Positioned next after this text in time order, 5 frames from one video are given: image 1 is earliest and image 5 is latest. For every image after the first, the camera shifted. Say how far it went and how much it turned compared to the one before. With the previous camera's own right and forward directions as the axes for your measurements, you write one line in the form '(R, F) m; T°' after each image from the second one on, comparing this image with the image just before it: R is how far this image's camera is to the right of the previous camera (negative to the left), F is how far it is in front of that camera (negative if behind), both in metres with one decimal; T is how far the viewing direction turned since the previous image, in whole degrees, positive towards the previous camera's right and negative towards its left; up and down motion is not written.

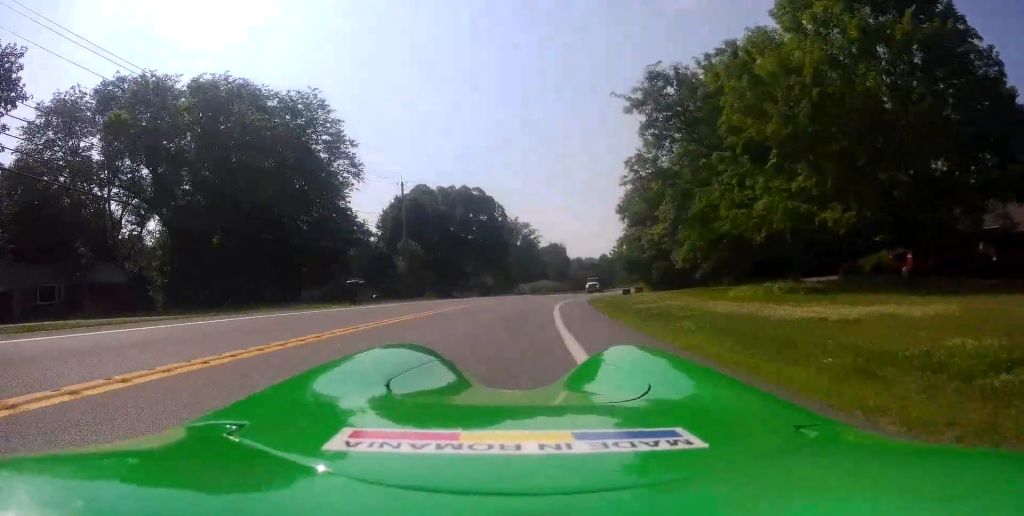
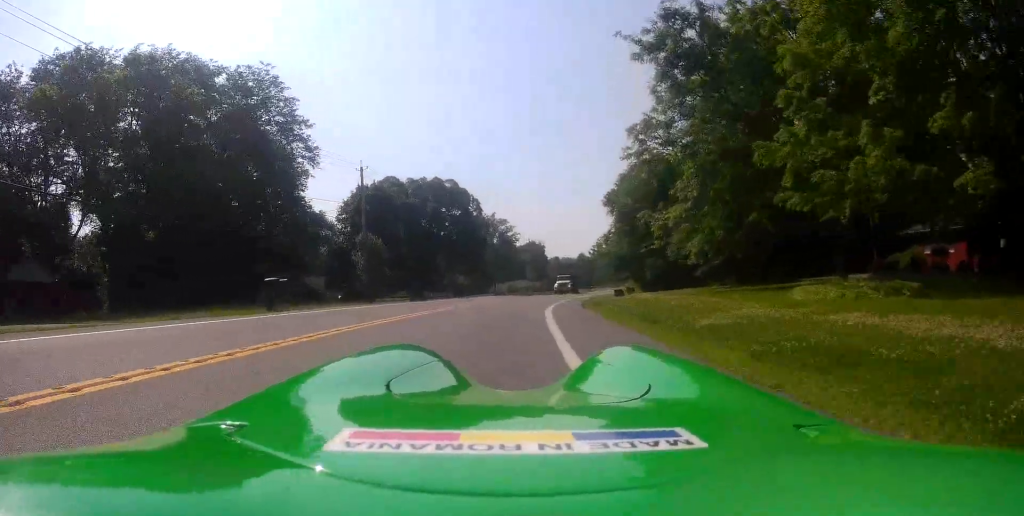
(+0.2, +7.5) m; +1°
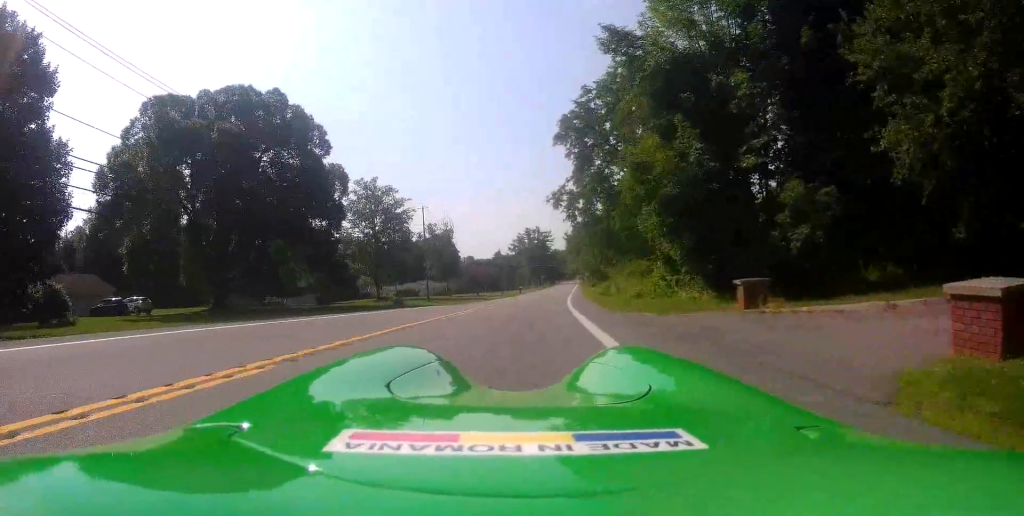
(+2.6, +43.4) m; +7°
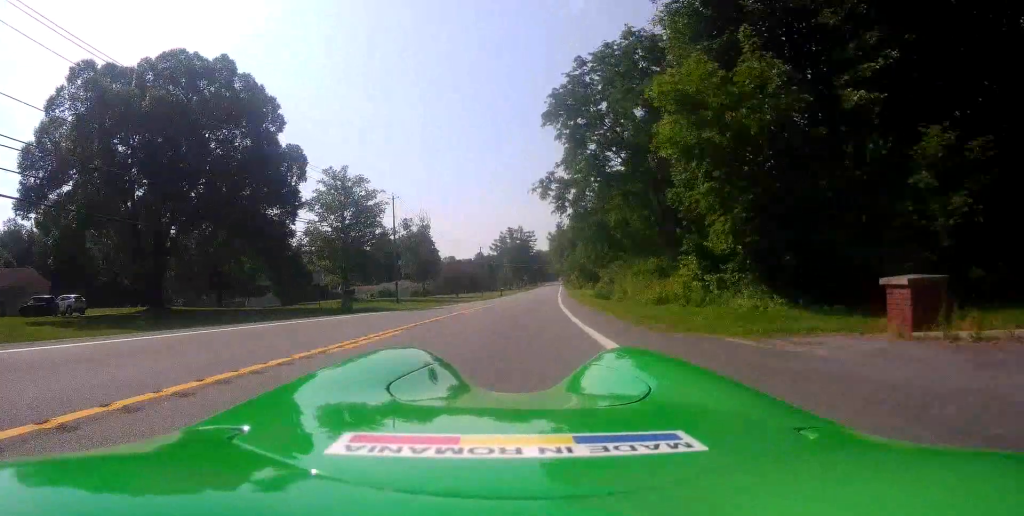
(0.0, +7.3) m; +1°
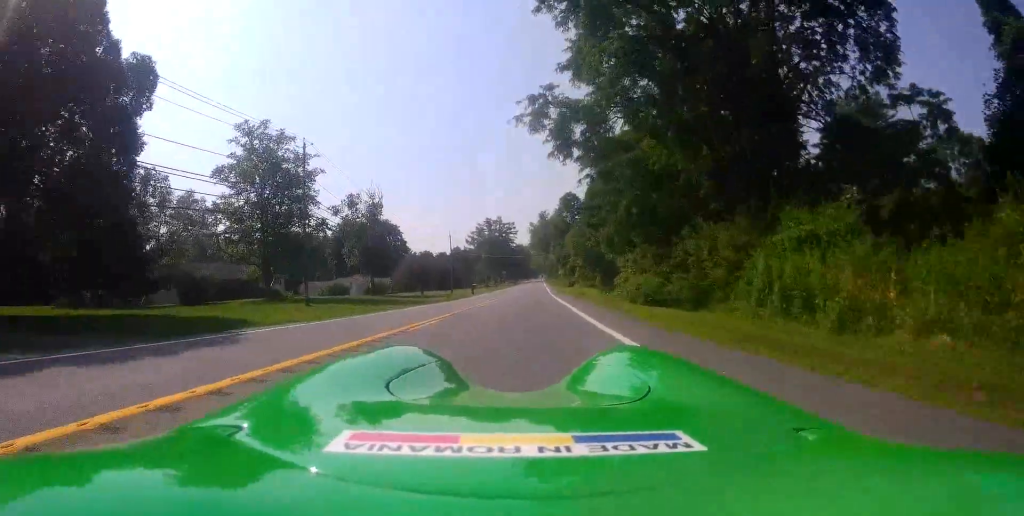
(+0.5, +20.5) m; +2°
